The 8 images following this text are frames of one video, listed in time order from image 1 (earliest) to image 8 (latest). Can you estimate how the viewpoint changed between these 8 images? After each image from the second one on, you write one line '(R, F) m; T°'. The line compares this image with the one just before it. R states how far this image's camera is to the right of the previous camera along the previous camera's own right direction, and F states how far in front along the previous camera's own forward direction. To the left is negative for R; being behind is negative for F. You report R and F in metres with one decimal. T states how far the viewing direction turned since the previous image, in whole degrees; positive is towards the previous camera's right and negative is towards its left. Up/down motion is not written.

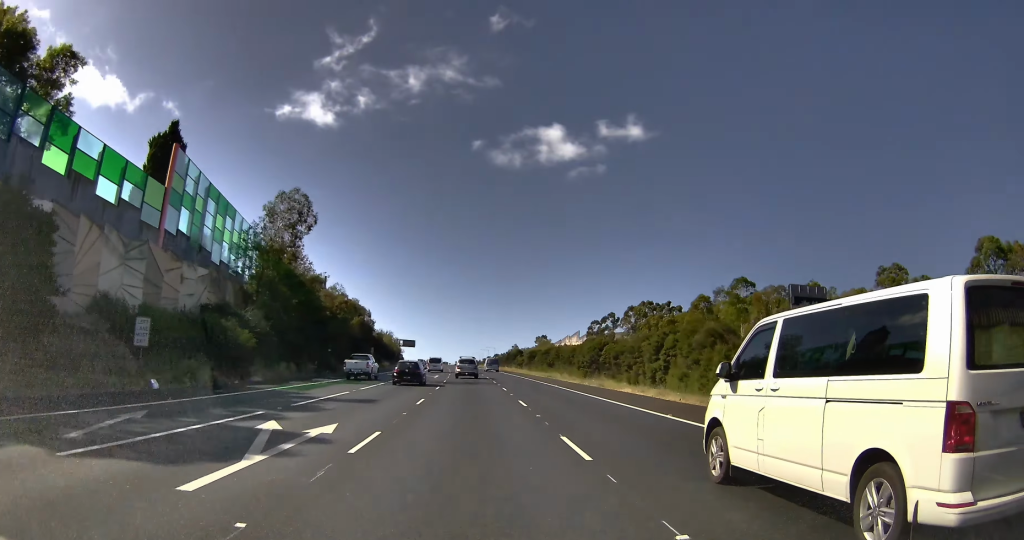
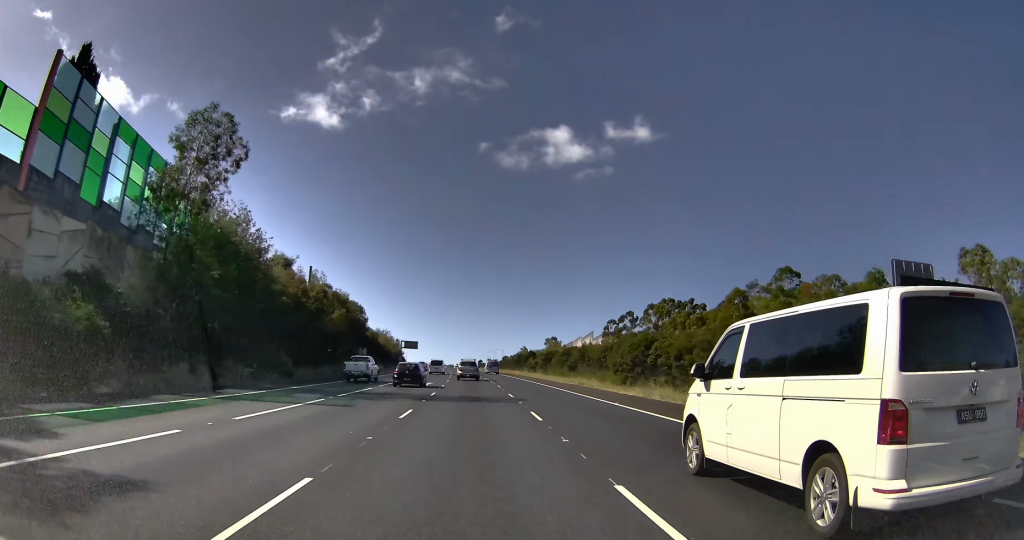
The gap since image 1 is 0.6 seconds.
(-0.3, +16.0) m; 0°
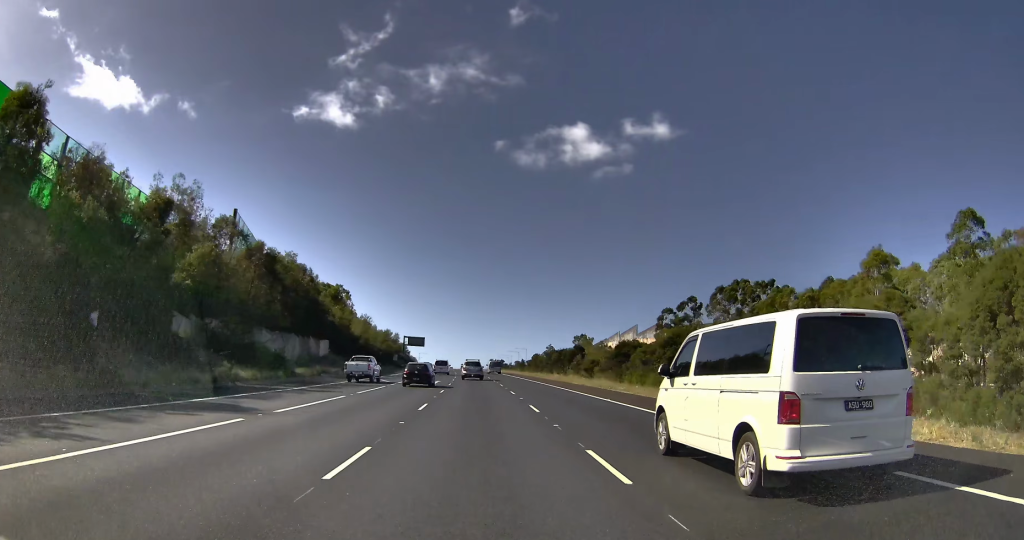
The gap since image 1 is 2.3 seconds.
(+1.3, +52.4) m; +1°
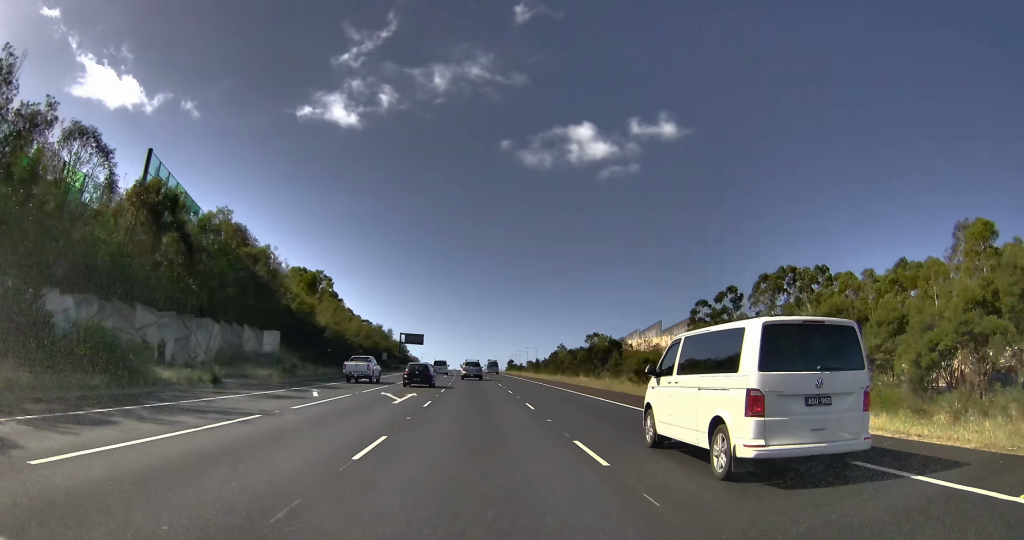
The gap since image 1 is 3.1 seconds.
(0.0, +28.7) m; +1°
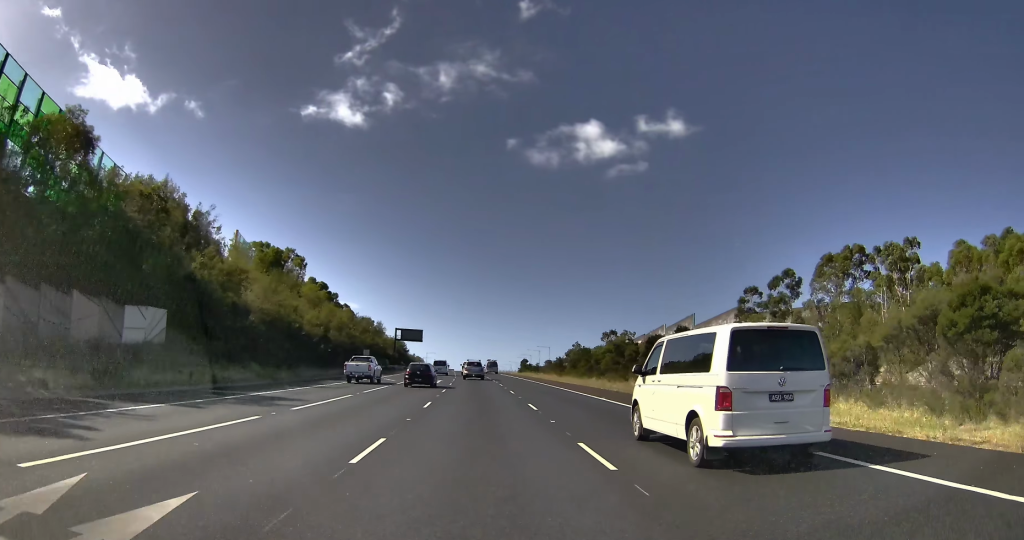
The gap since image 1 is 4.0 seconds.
(+0.3, +29.6) m; +1°
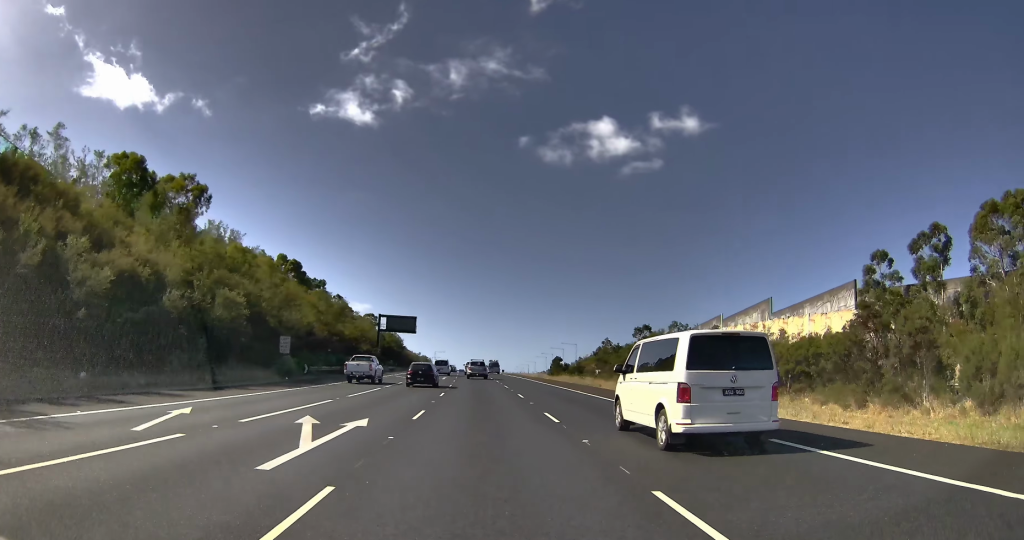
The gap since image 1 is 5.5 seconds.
(+0.1, +45.1) m; +1°
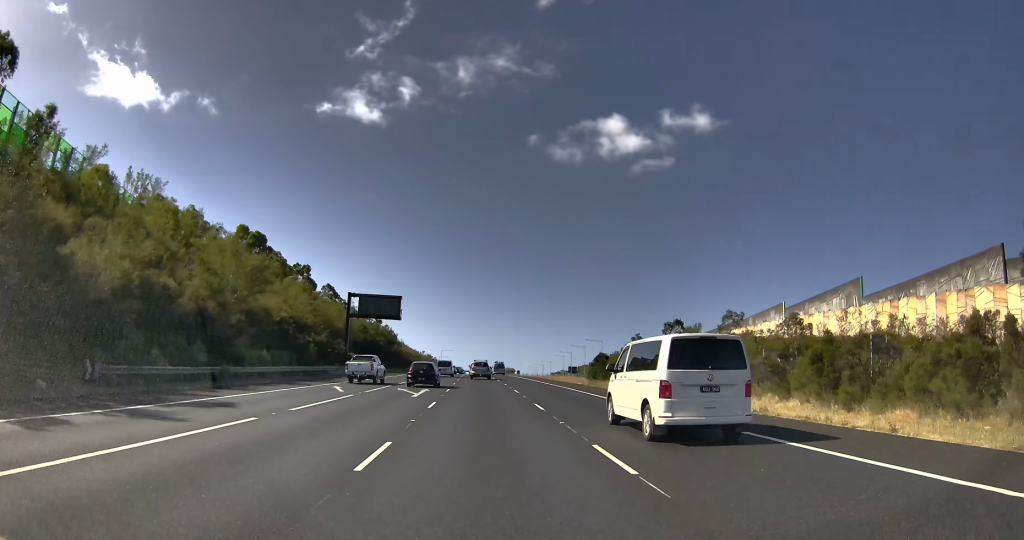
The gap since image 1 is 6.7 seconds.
(+0.7, +32.4) m; +1°
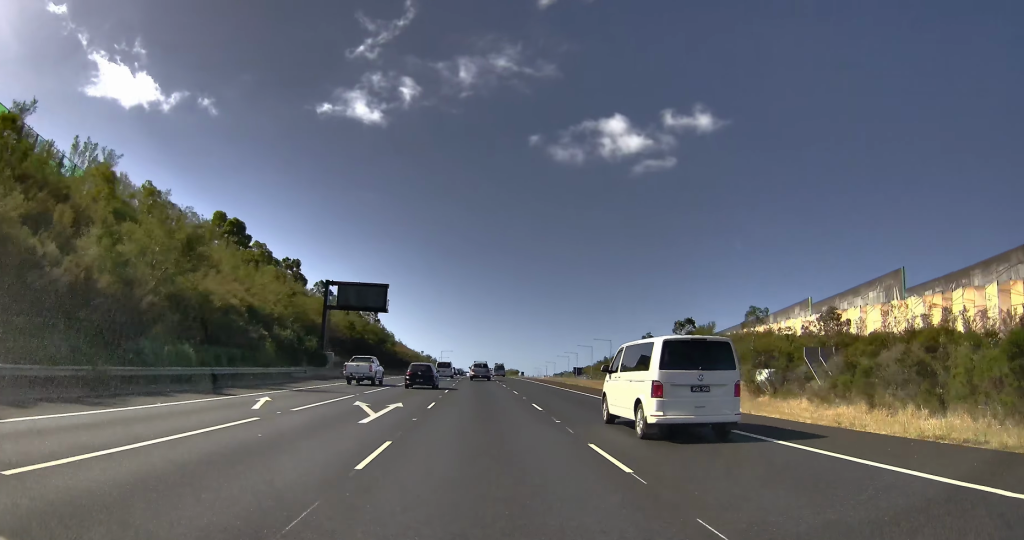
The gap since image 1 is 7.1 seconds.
(0.0, +11.8) m; 0°
